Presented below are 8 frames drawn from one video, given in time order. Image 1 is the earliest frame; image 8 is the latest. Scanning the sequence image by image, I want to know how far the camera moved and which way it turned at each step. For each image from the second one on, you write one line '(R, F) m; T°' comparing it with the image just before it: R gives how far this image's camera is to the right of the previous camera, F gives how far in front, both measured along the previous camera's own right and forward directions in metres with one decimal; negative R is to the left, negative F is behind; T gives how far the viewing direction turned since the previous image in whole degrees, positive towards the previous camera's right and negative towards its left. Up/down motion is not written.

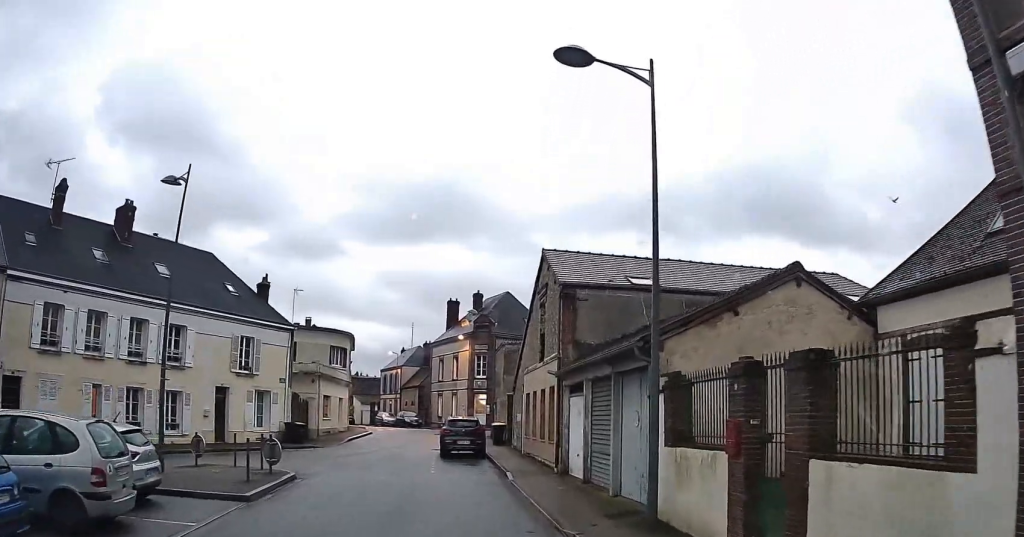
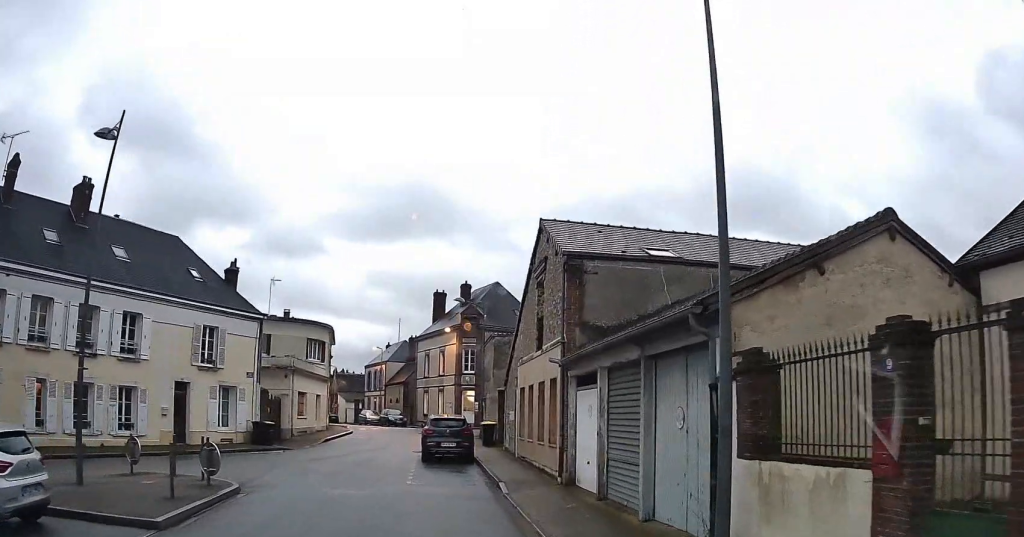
(+0.2, +2.9) m; +4°
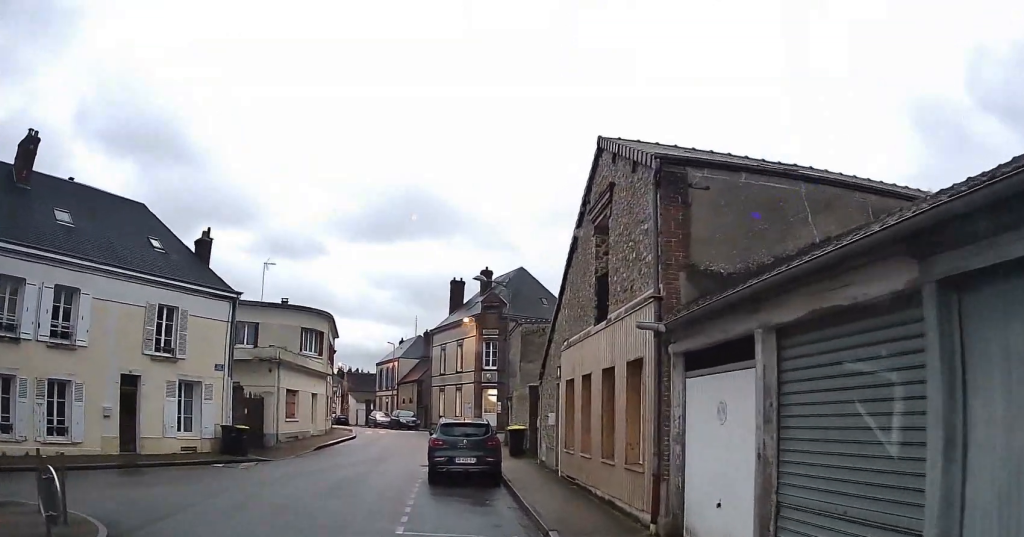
(+0.1, +5.4) m; +2°
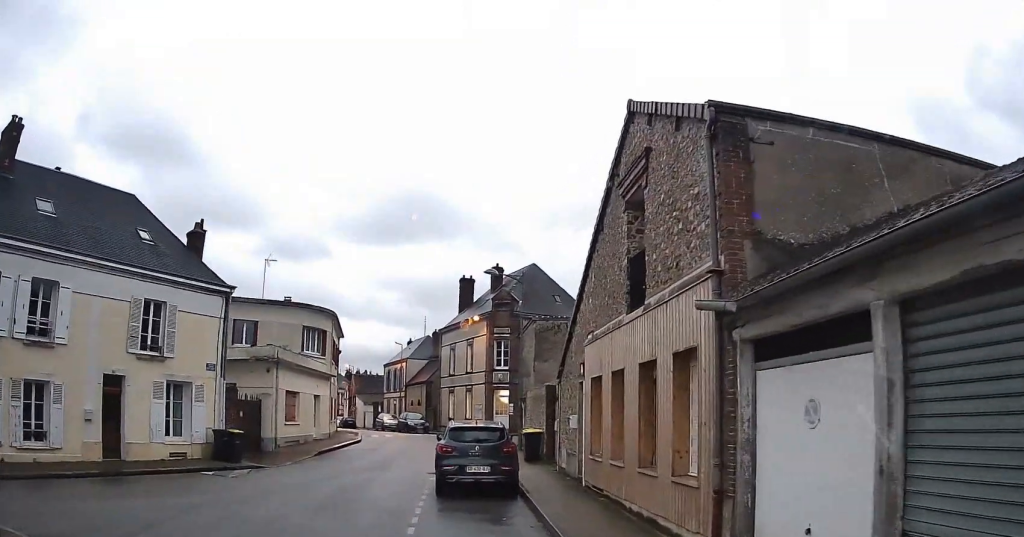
(0.0, +1.6) m; 0°
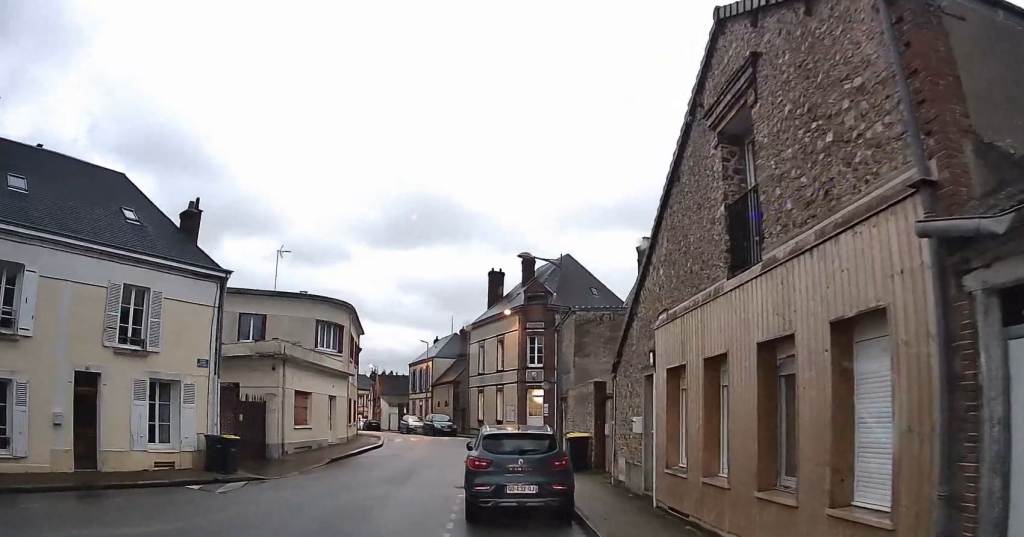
(0.0, +2.8) m; -3°
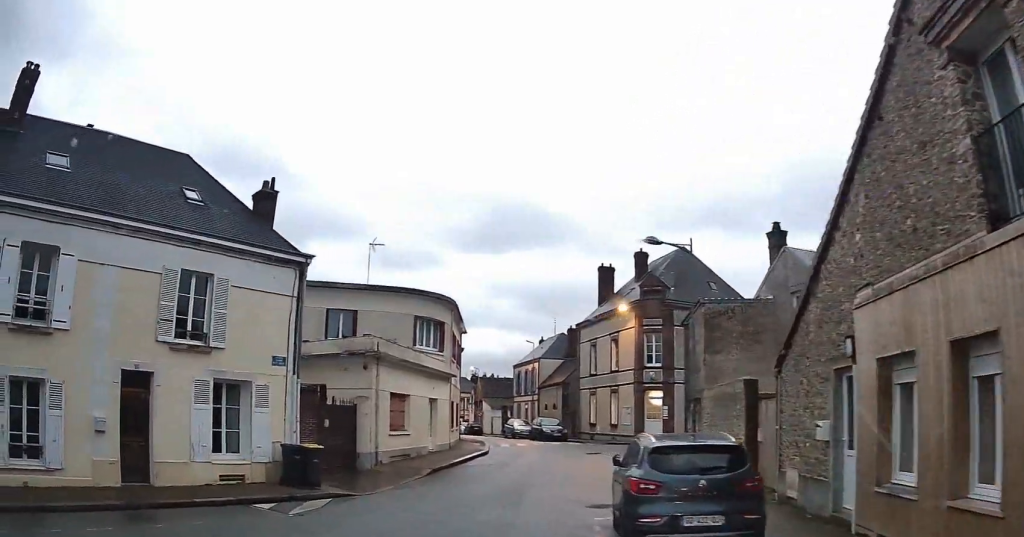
(-0.1, +2.7) m; -7°
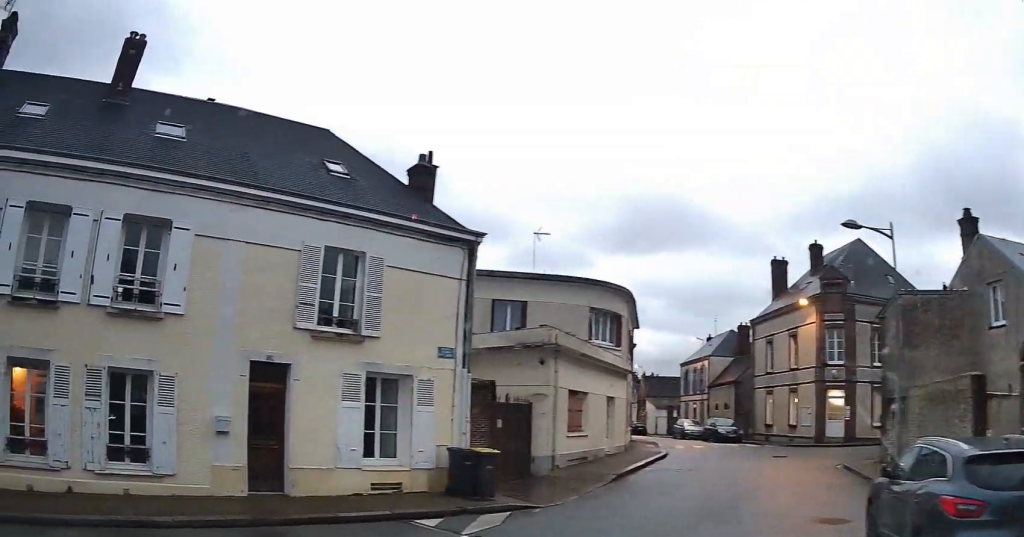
(-0.2, +2.3) m; -6°
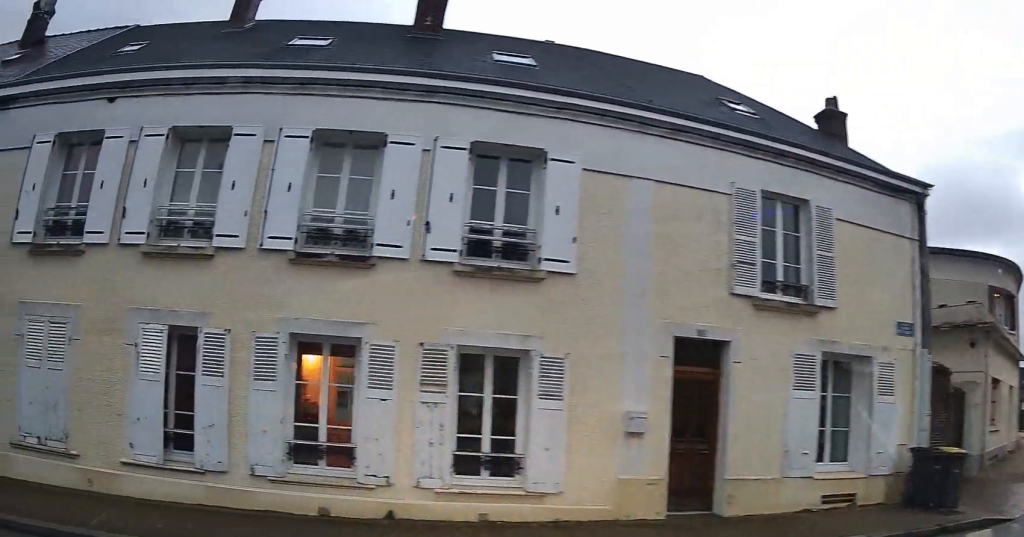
(-0.3, +3.7) m; -16°
